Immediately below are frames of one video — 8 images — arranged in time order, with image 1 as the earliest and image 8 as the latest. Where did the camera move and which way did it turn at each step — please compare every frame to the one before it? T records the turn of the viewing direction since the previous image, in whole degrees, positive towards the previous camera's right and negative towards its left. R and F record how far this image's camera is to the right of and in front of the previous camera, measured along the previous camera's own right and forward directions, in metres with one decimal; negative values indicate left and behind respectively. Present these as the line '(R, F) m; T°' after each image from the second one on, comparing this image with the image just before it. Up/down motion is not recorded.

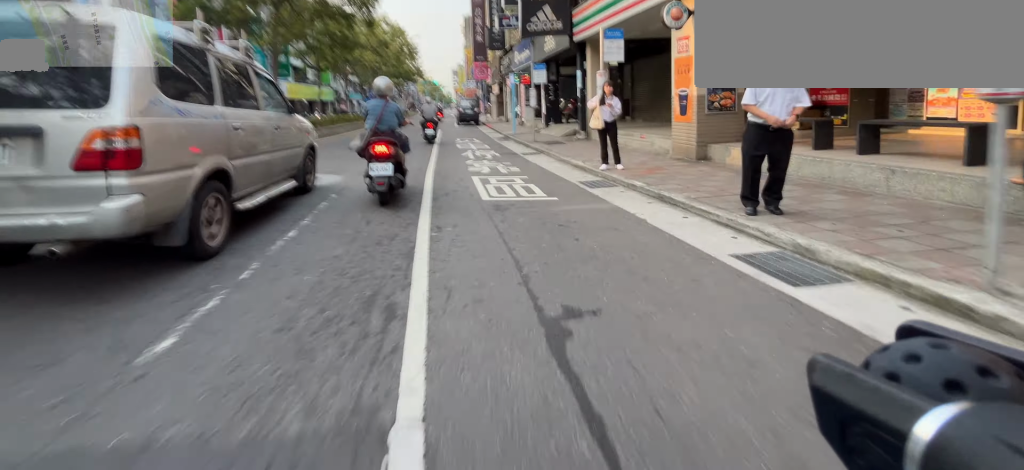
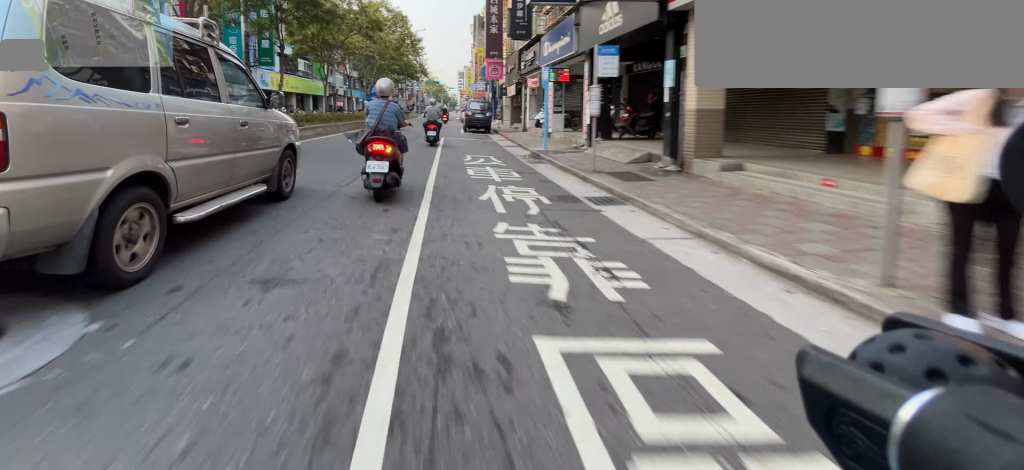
(+0.2, +5.6) m; 0°
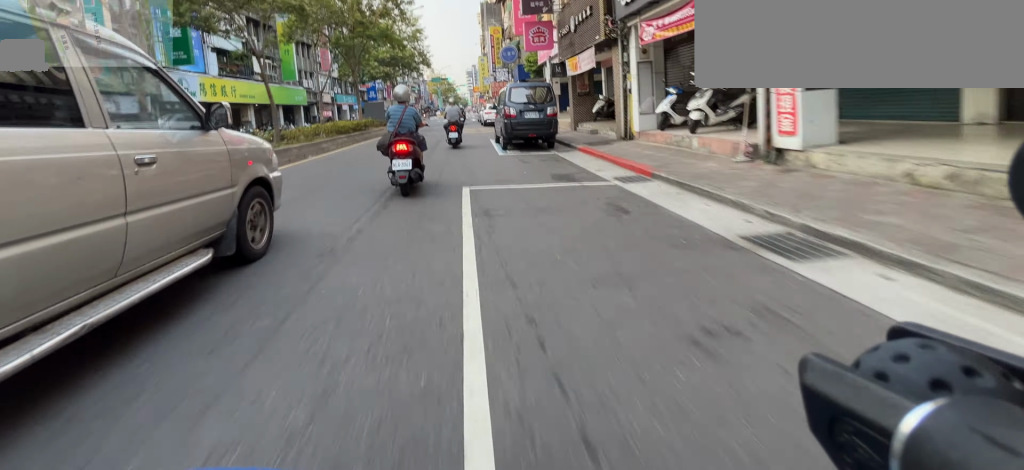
(-0.4, +12.4) m; -2°
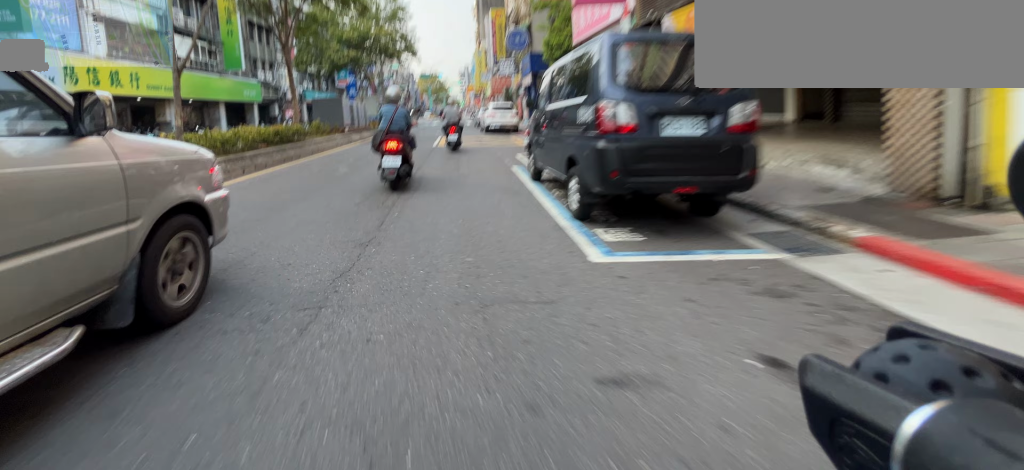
(0.0, +8.4) m; 0°
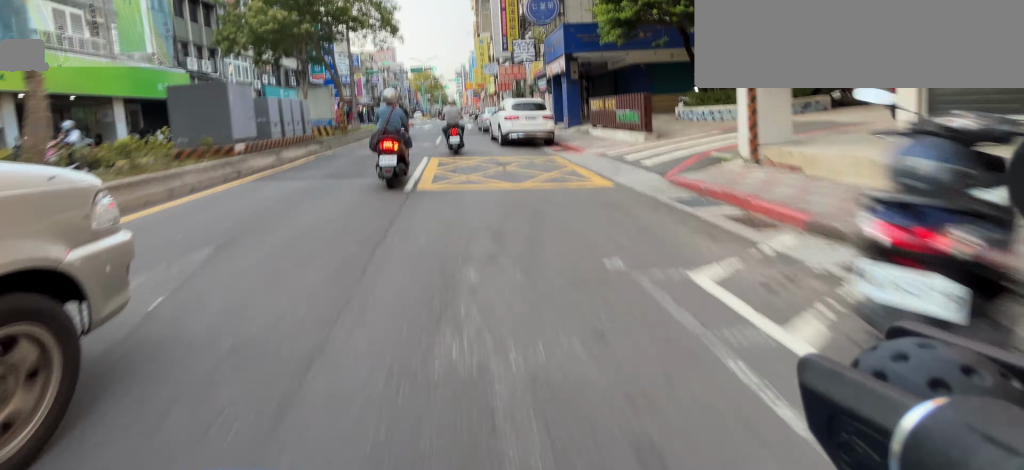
(0.0, +9.6) m; 0°
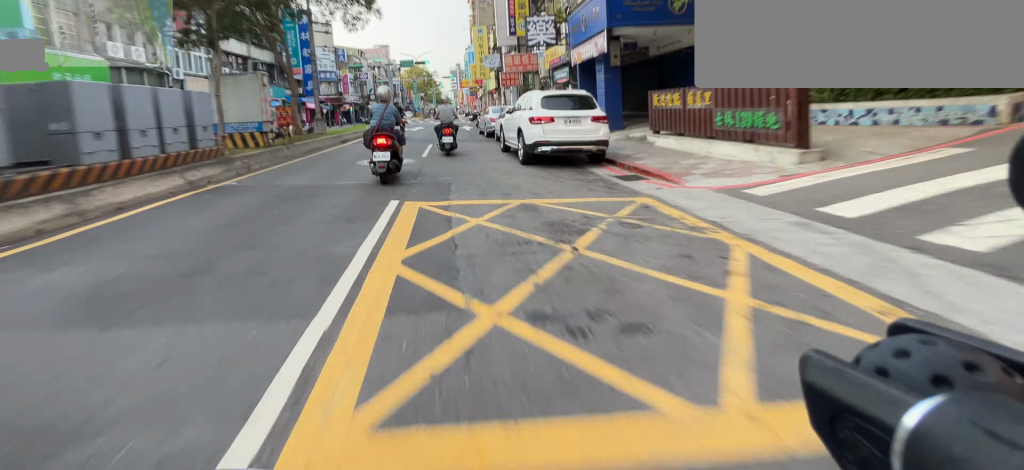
(0.0, +4.8) m; 0°
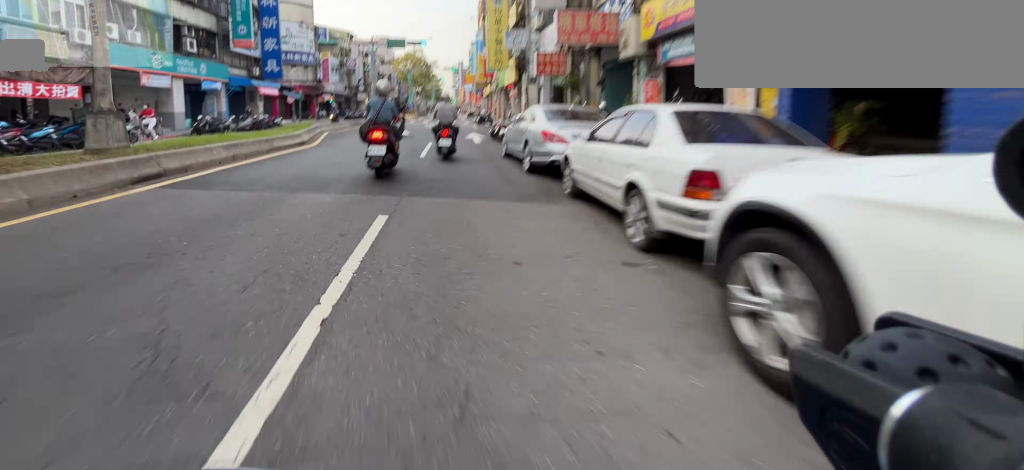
(-0.1, +11.0) m; +2°
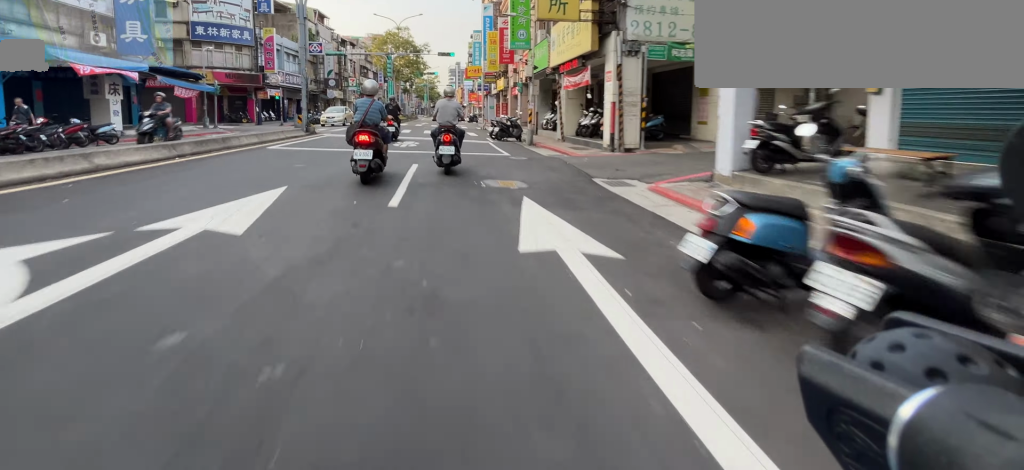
(+0.7, +15.8) m; +3°
